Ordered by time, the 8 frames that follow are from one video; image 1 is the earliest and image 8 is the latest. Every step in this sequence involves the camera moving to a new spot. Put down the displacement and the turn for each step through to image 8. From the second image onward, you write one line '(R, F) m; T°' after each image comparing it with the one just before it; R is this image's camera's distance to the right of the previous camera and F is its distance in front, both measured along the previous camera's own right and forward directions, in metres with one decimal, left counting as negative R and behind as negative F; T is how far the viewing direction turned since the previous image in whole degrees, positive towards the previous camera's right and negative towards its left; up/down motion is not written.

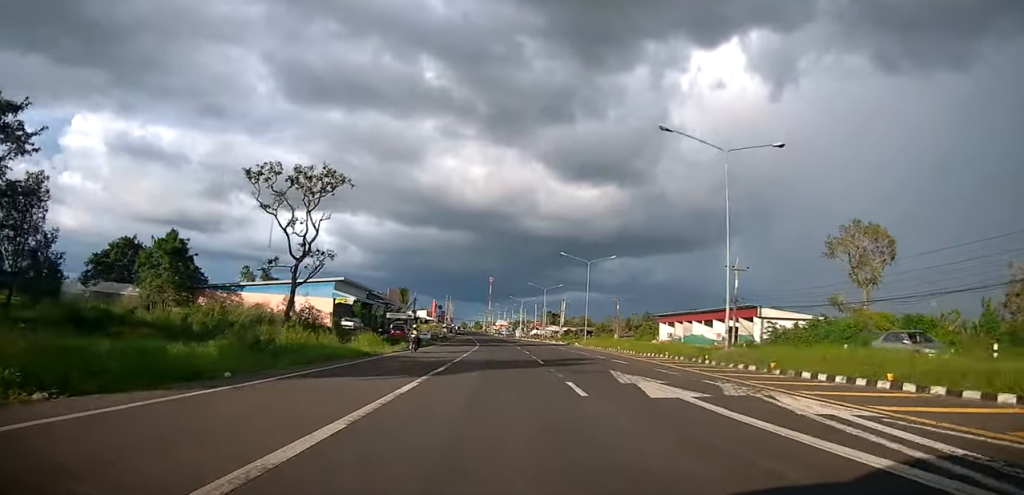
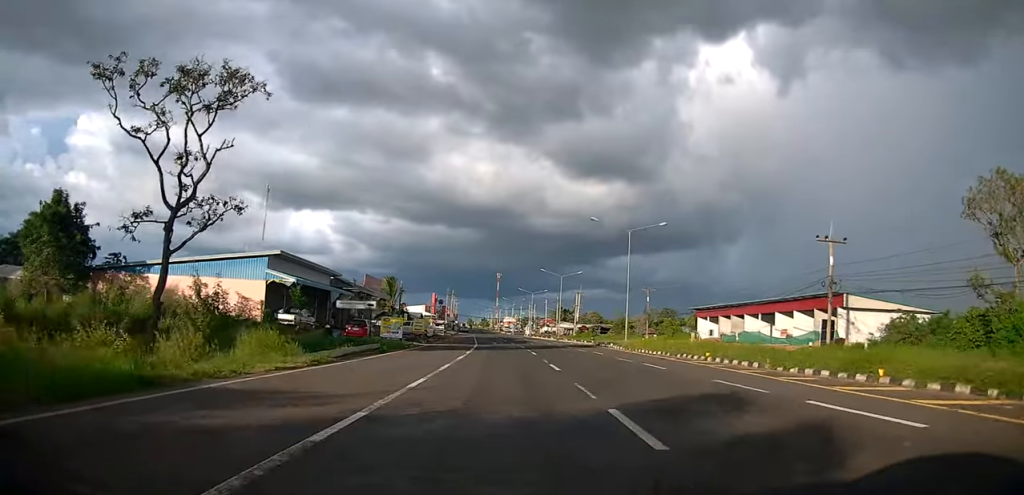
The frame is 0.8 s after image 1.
(-0.6, +17.2) m; -2°
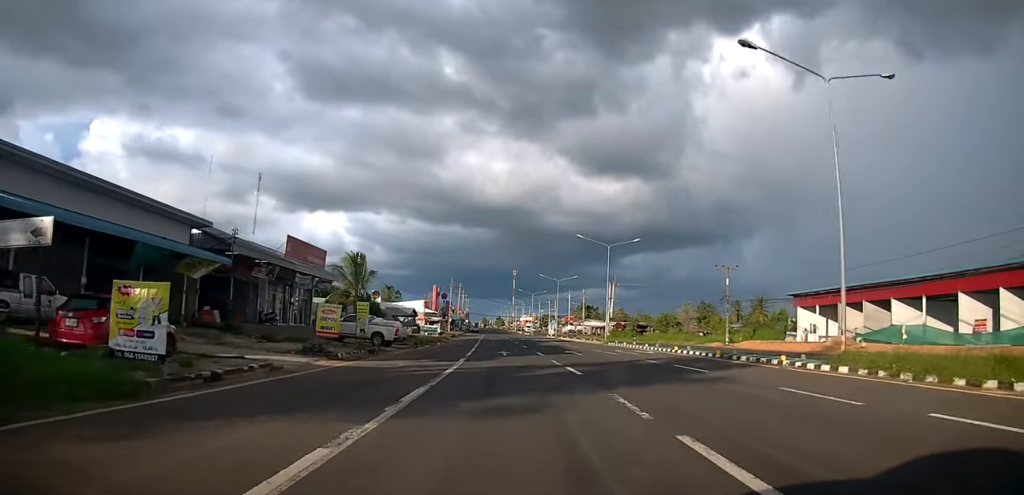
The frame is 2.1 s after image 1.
(-0.4, +26.6) m; -1°
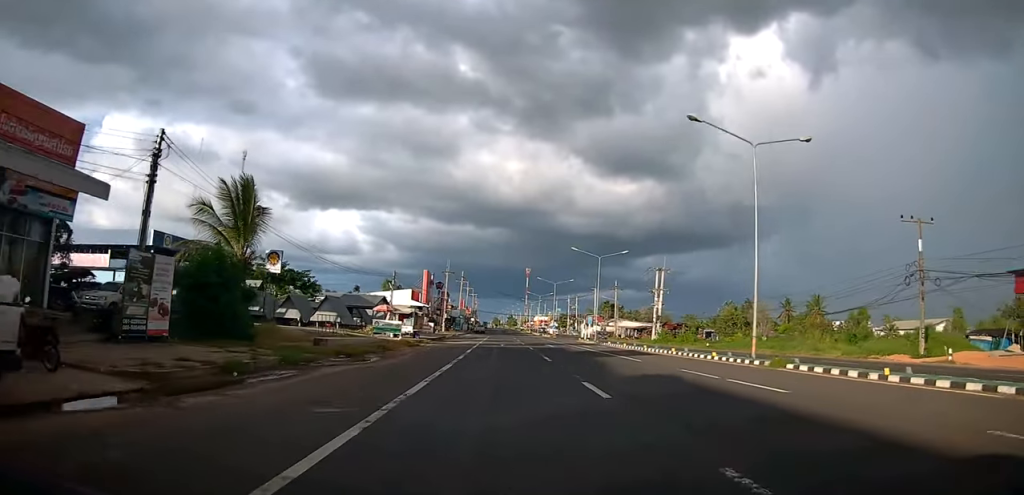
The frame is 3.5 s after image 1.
(-0.7, +29.2) m; -2°
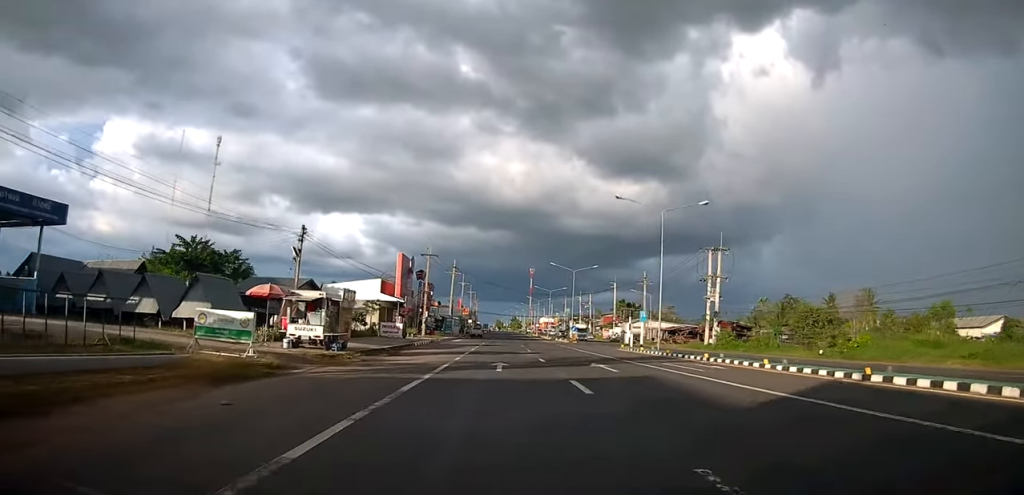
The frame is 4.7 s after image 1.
(+0.2, +23.5) m; 0°
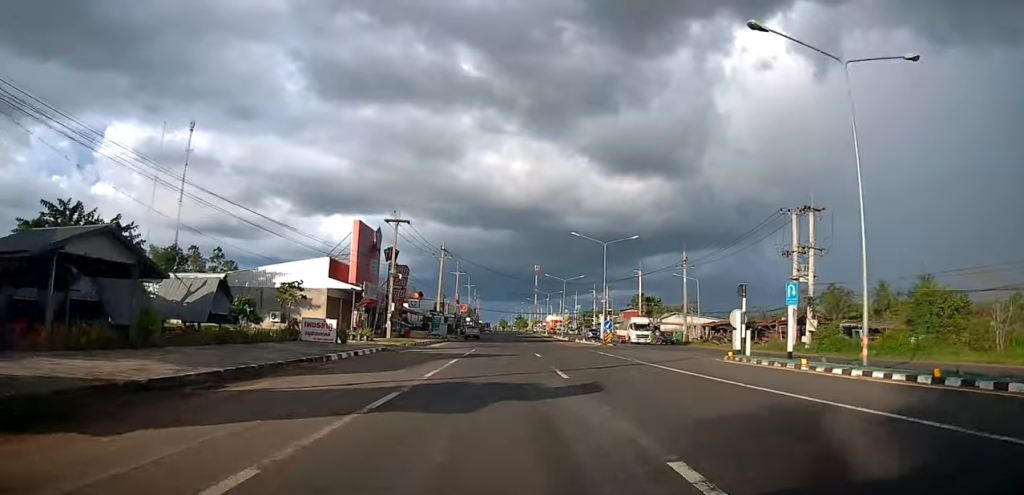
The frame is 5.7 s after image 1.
(-0.3, +20.7) m; 0°
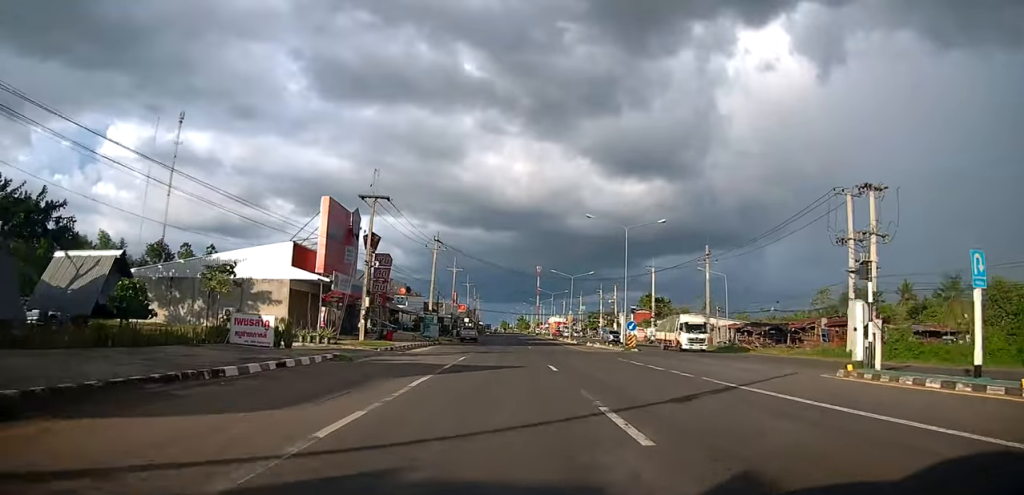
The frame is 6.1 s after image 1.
(-0.2, +8.5) m; 0°
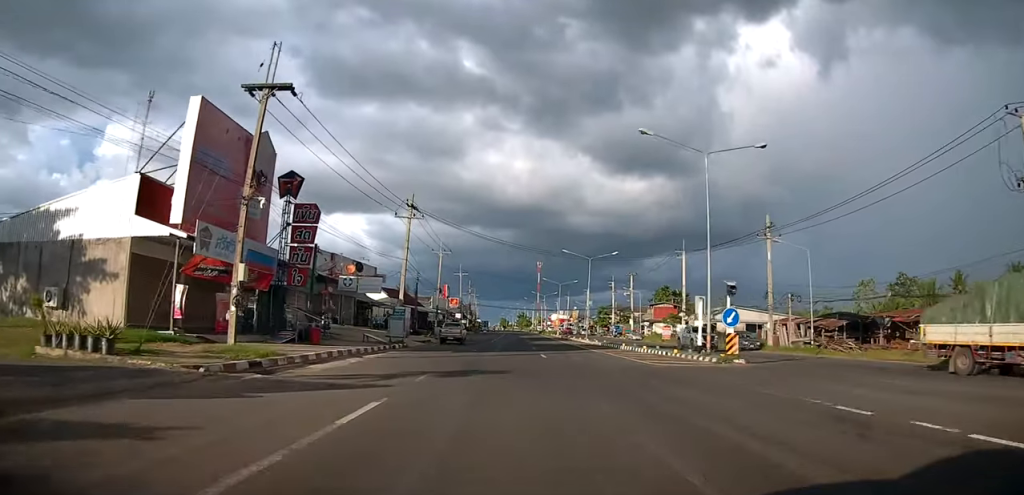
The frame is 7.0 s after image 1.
(+0.7, +17.4) m; 0°
